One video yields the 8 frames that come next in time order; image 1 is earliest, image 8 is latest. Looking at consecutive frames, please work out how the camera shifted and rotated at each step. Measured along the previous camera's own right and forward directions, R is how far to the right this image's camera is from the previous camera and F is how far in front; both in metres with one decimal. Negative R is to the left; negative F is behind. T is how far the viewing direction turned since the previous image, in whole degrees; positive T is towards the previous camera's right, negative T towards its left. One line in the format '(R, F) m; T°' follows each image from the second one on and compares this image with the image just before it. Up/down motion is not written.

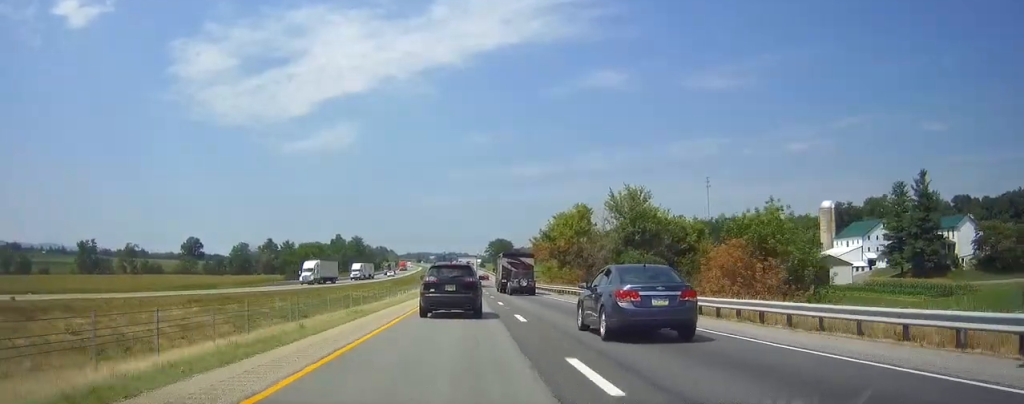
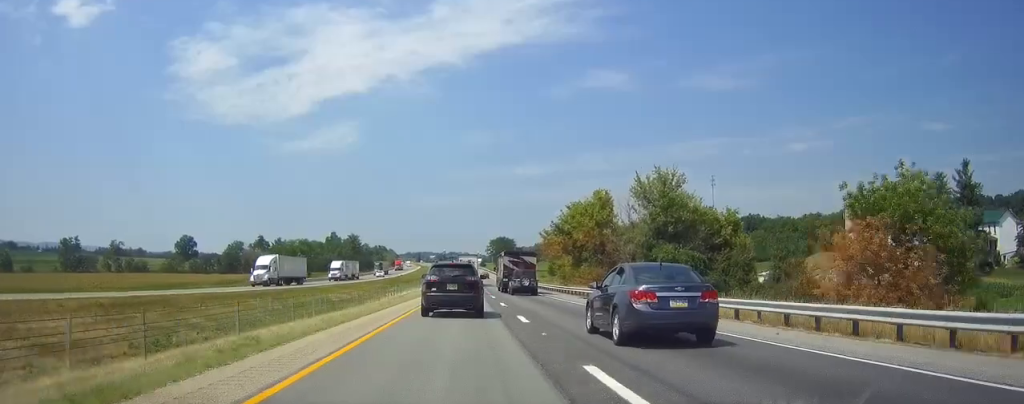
(+0.1, +12.9) m; 0°
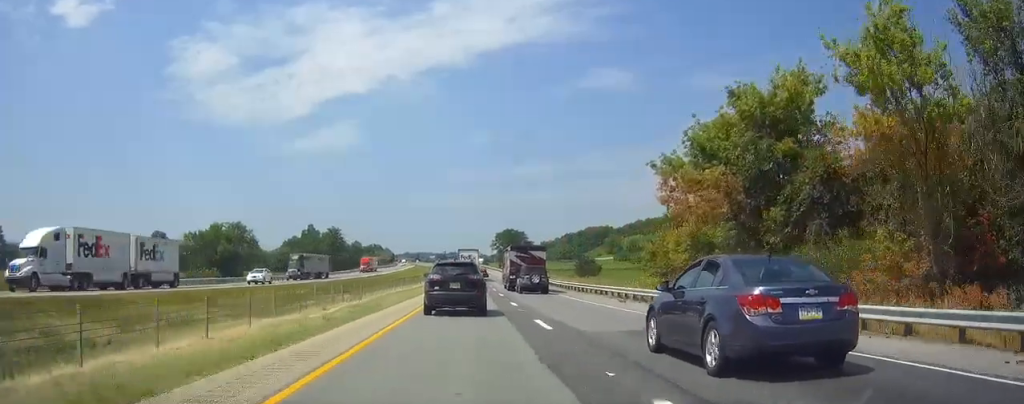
(-0.4, +51.0) m; -1°
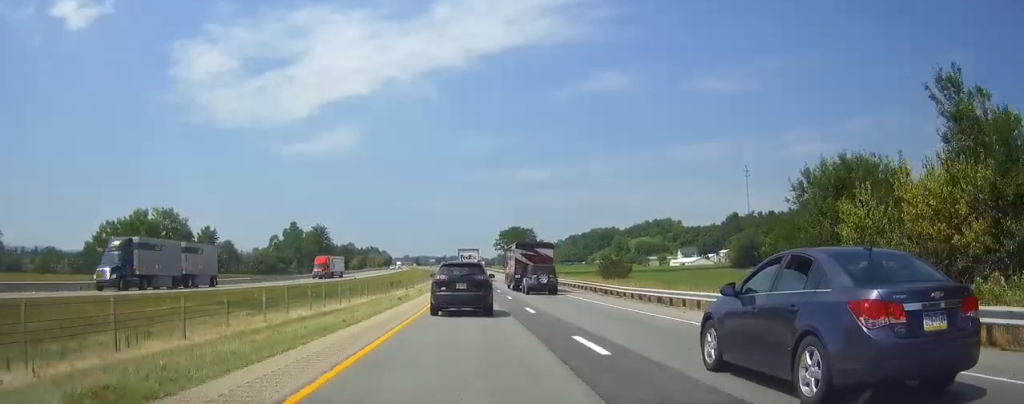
(0.0, +29.1) m; 0°
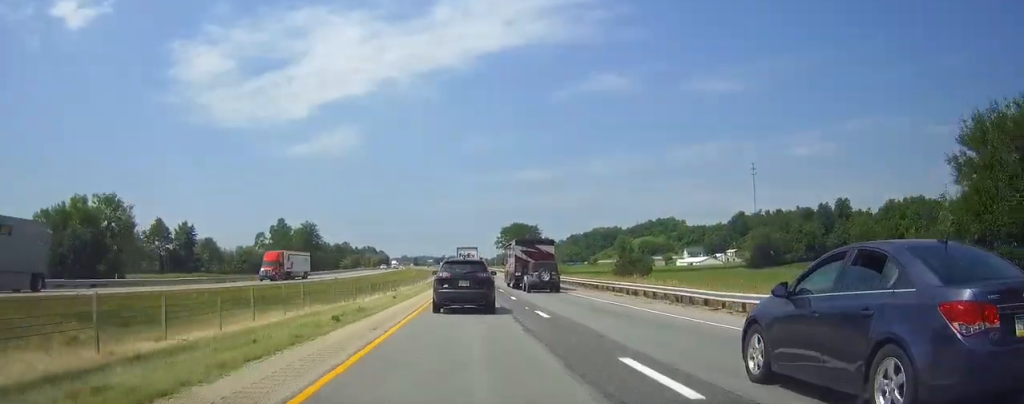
(0.0, +16.1) m; 0°
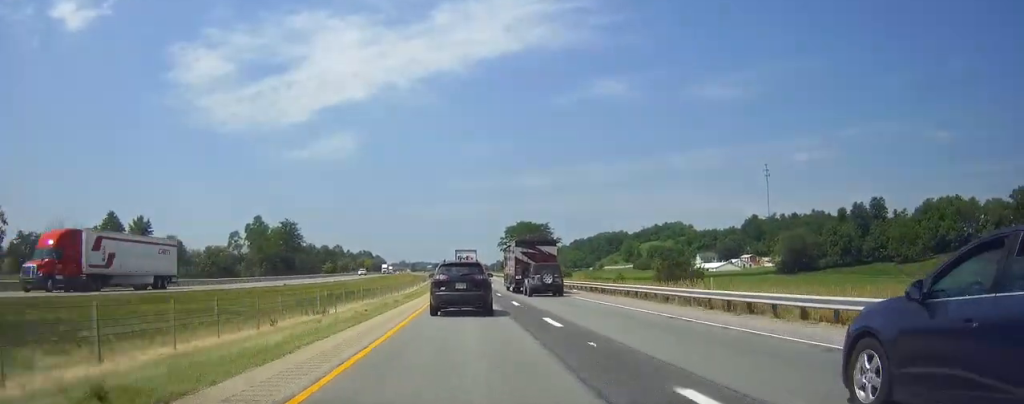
(0.0, +27.1) m; 0°
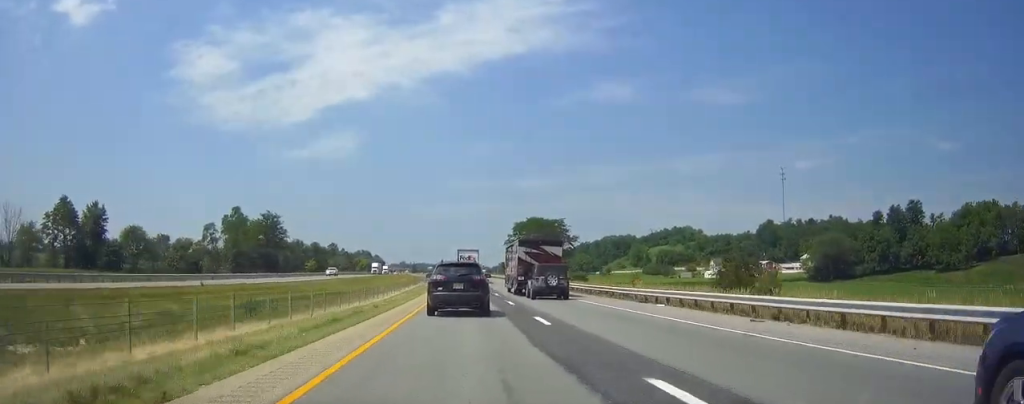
(-0.1, +23.1) m; 0°
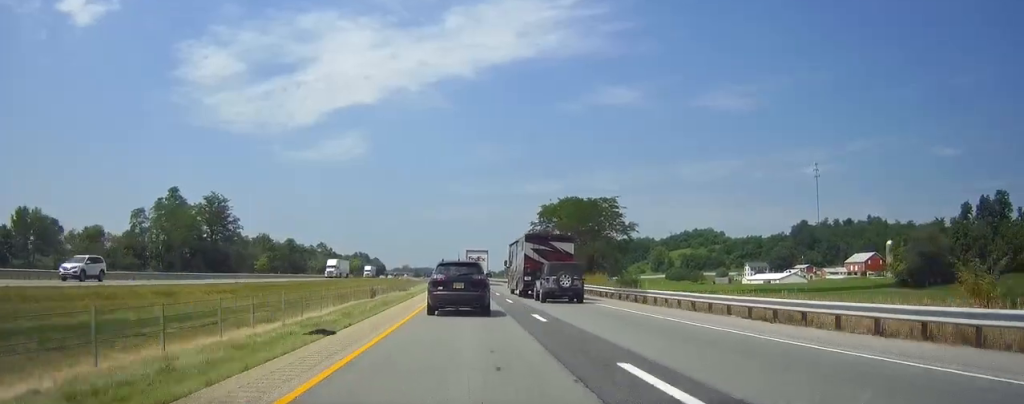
(-0.2, +47.3) m; 0°
